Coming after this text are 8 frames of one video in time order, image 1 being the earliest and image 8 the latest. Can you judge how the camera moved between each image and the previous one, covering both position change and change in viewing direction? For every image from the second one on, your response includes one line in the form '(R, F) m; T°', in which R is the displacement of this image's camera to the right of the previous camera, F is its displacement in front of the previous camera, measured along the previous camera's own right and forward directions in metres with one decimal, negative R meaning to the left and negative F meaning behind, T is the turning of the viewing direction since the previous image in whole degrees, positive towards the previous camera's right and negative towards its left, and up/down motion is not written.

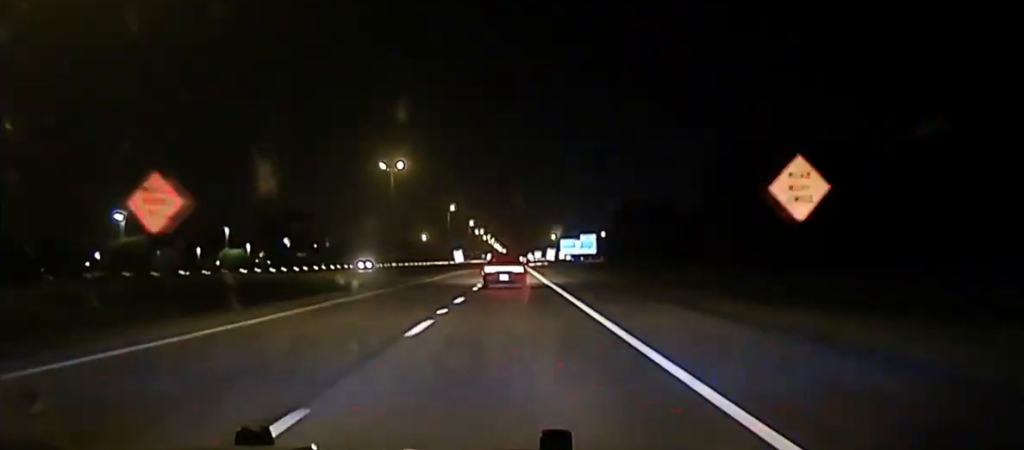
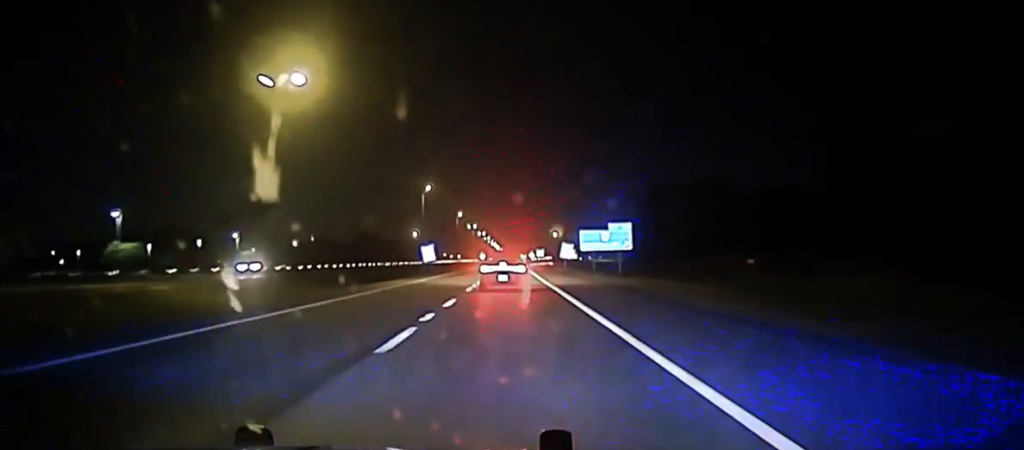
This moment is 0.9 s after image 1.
(-0.1, +50.2) m; 0°
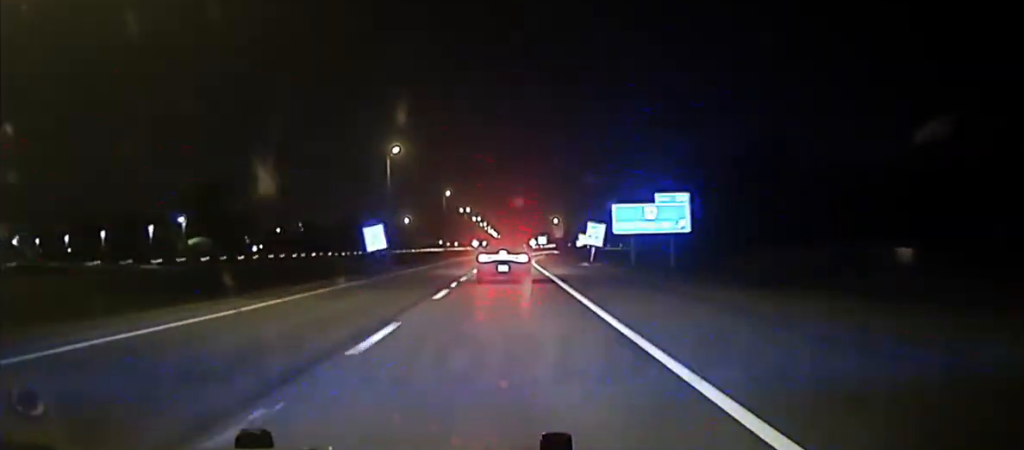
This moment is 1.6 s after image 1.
(-0.1, +36.2) m; 0°
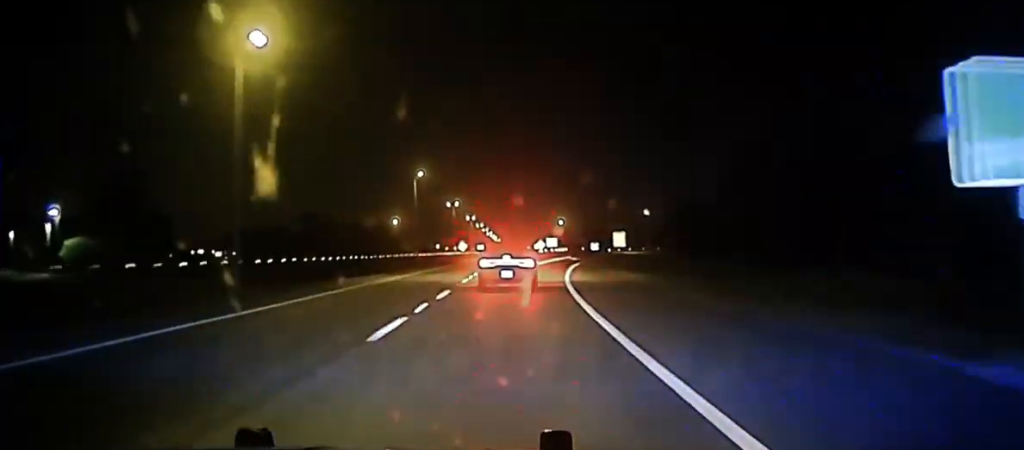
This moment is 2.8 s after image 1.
(-0.2, +56.6) m; 0°
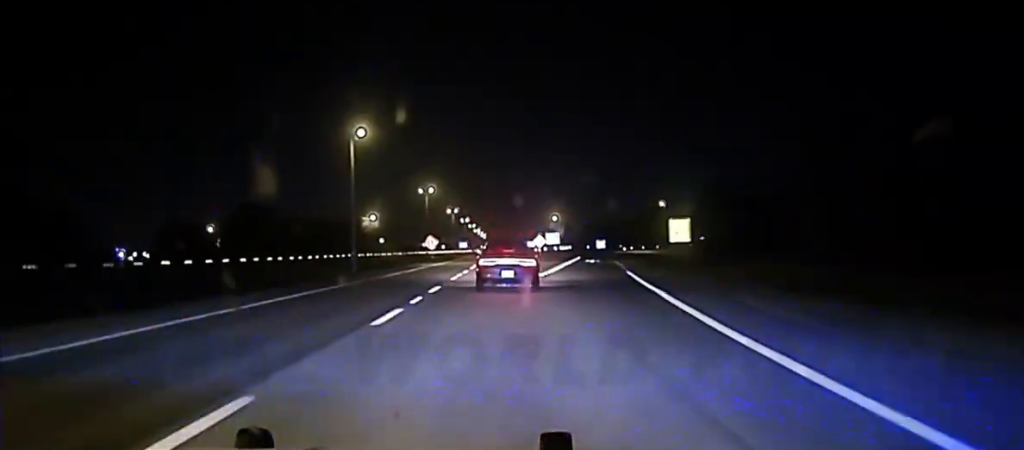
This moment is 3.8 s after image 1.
(+0.5, +44.5) m; 0°
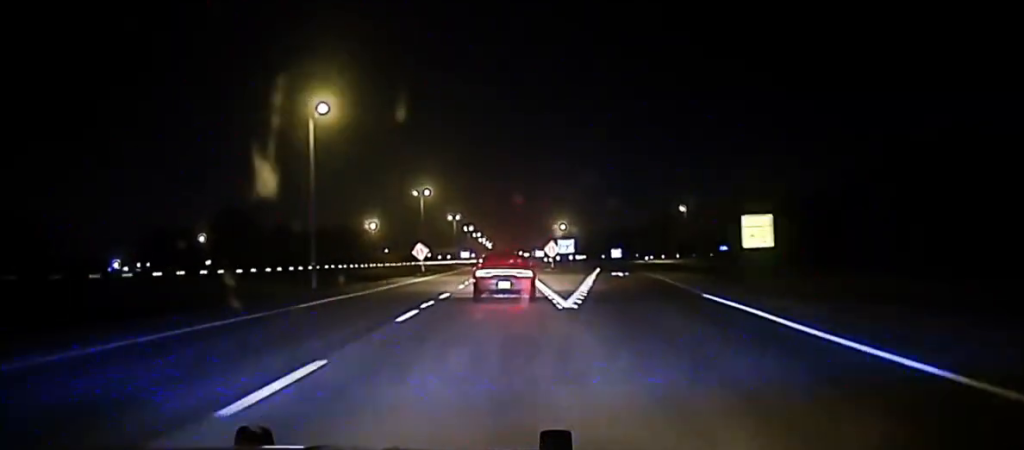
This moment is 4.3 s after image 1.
(+0.1, +20.1) m; 0°
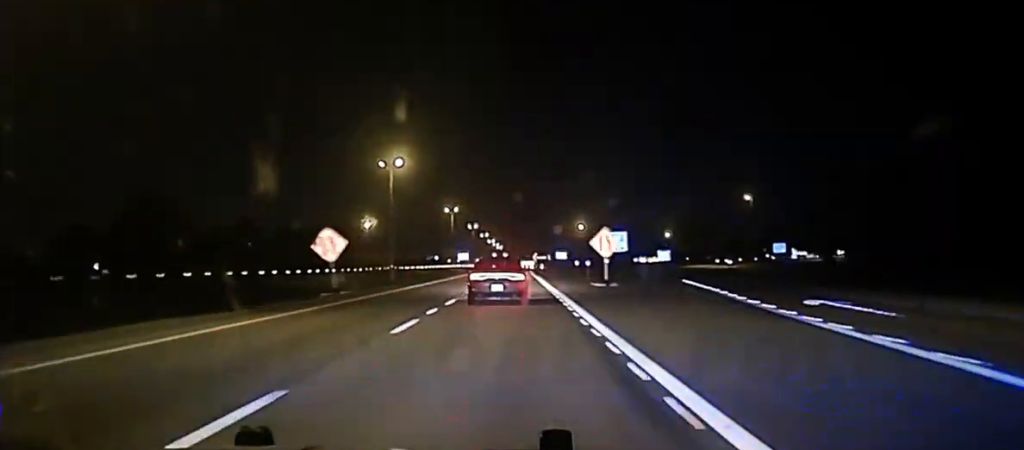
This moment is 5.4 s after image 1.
(-0.6, +50.4) m; -1°
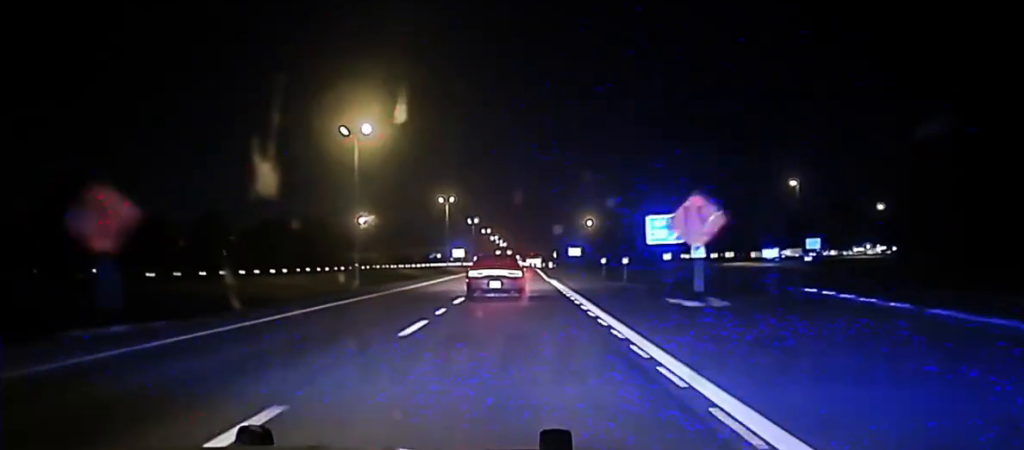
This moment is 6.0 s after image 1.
(+0.2, +25.2) m; 0°
